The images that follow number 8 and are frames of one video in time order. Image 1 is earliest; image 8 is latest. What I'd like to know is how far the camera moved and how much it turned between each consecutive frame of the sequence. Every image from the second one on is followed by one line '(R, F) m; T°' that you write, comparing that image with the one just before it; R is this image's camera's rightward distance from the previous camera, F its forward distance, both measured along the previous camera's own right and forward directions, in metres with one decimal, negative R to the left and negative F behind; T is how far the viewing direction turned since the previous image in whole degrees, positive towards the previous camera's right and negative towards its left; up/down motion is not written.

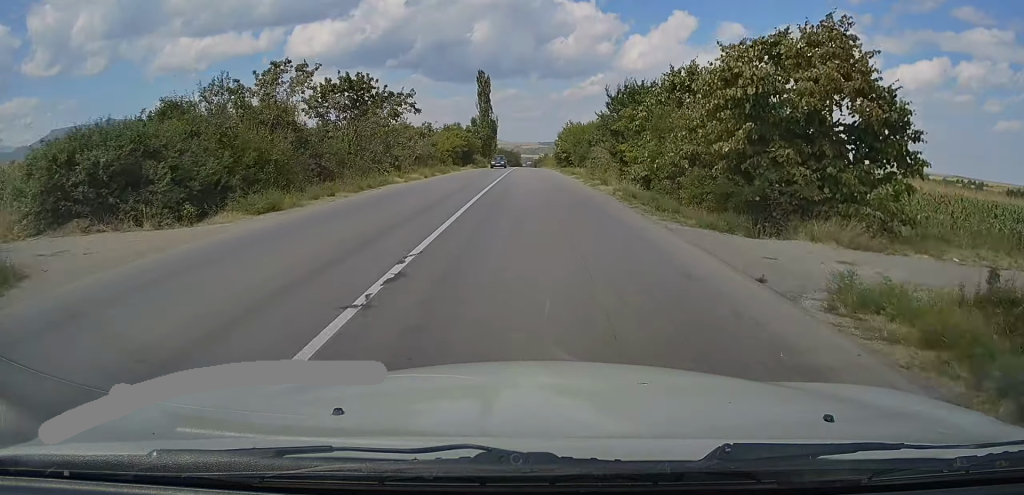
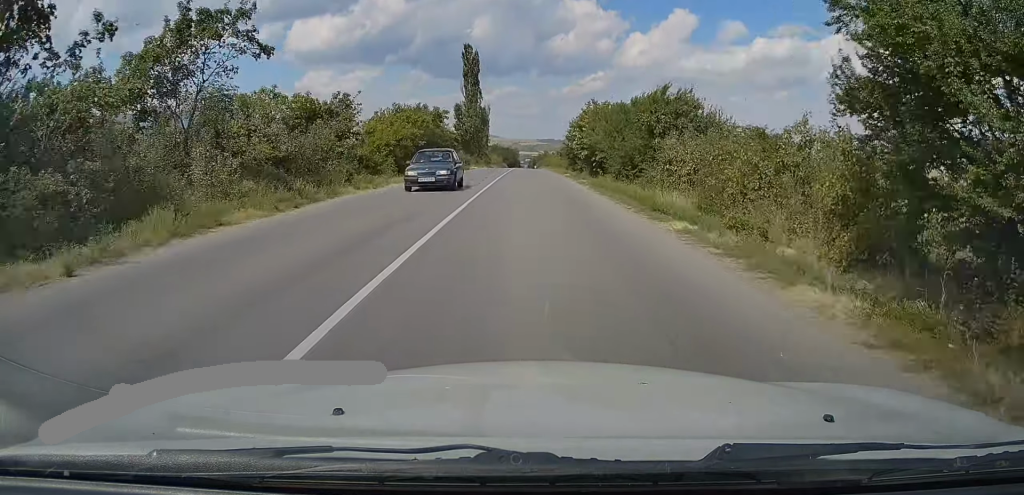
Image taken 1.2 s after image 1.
(+0.3, +27.3) m; +1°
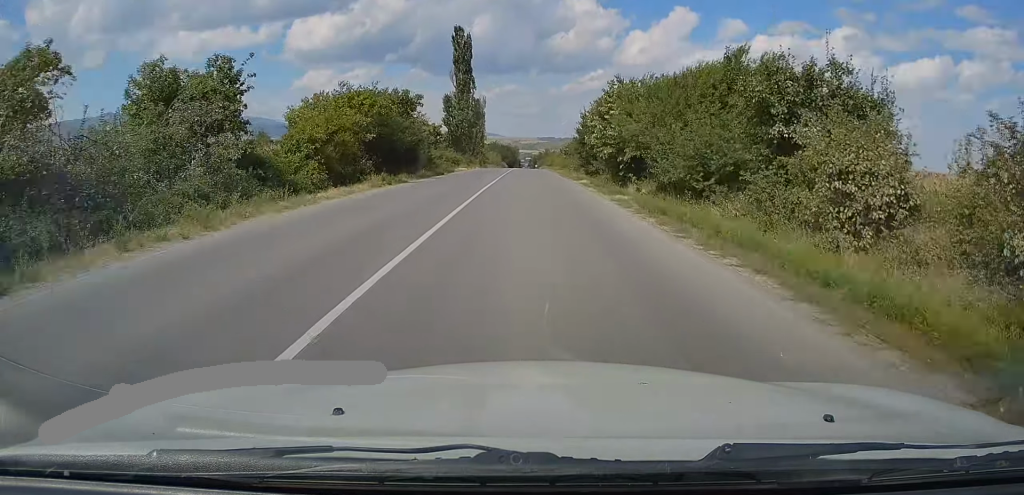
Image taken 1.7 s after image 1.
(+0.1, +13.3) m; 0°
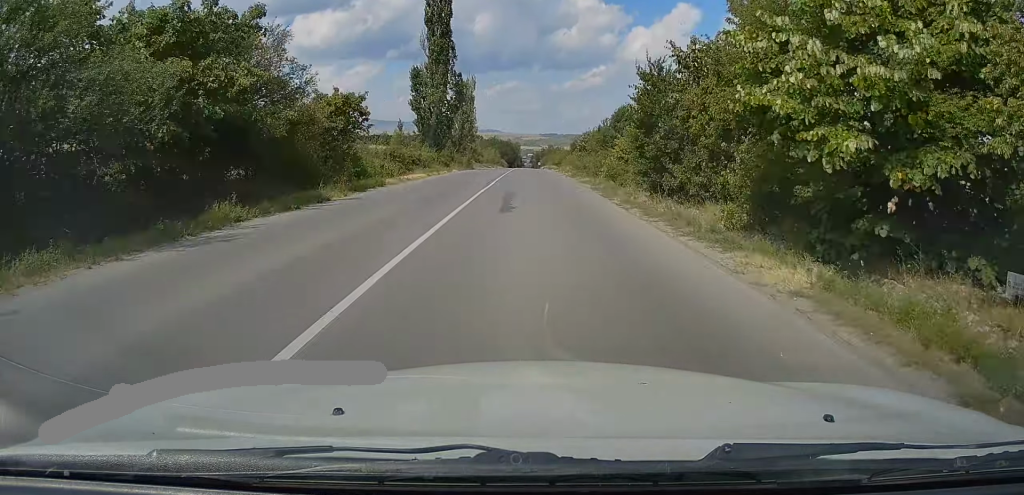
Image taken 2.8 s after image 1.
(0.0, +25.1) m; 0°
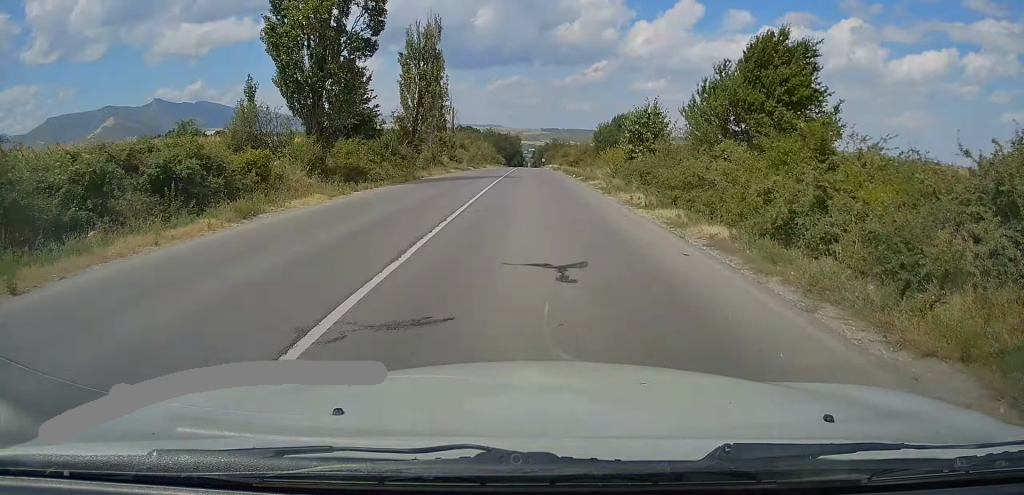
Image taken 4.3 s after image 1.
(+0.1, +34.9) m; 0°
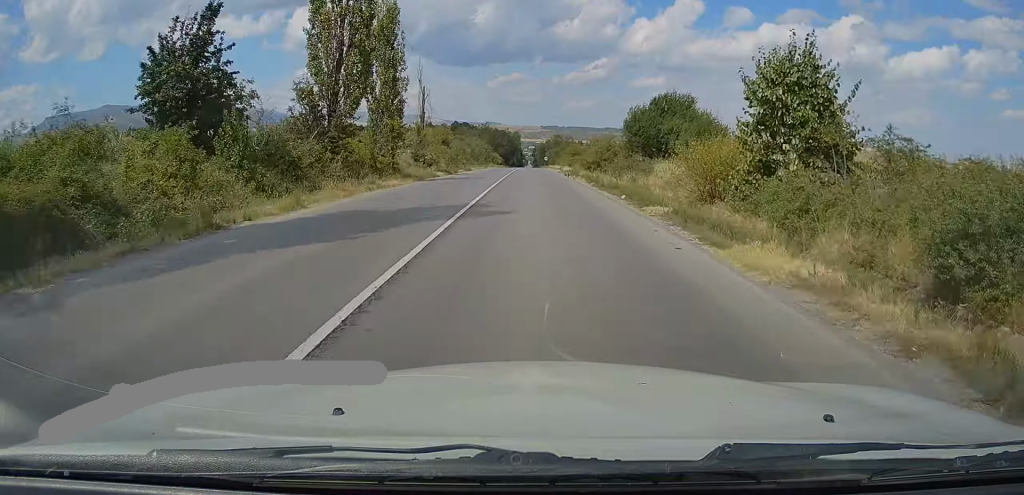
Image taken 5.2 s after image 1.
(-0.2, +21.5) m; -1°
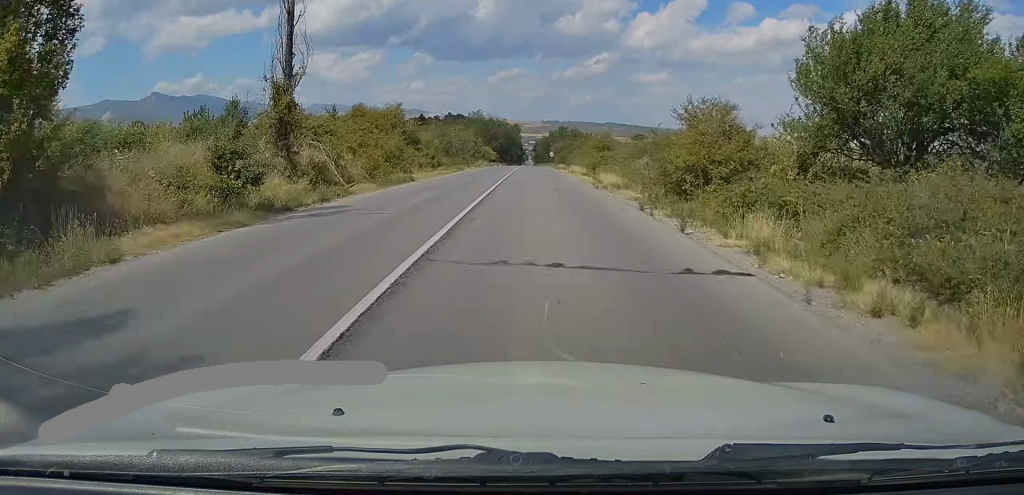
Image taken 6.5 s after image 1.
(-0.1, +31.4) m; 0°
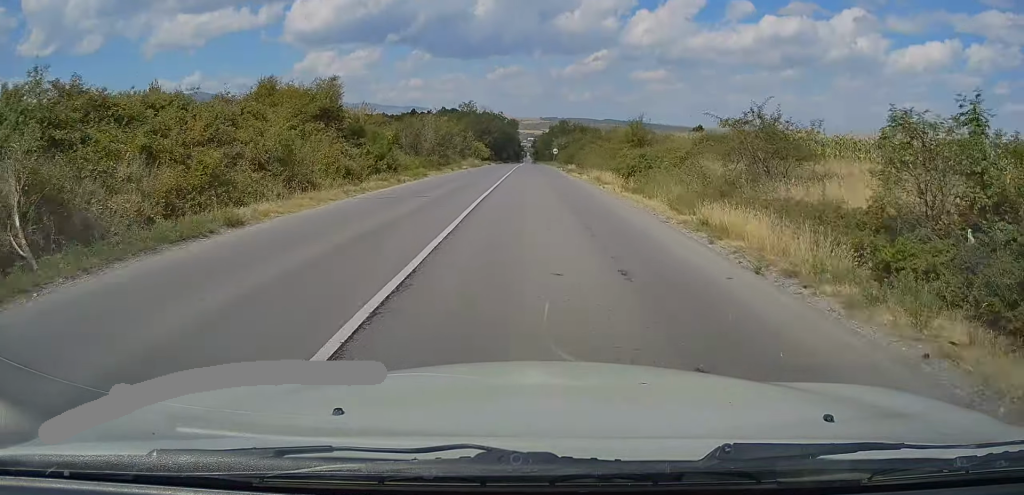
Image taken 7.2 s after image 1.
(-0.1, +18.6) m; +1°
